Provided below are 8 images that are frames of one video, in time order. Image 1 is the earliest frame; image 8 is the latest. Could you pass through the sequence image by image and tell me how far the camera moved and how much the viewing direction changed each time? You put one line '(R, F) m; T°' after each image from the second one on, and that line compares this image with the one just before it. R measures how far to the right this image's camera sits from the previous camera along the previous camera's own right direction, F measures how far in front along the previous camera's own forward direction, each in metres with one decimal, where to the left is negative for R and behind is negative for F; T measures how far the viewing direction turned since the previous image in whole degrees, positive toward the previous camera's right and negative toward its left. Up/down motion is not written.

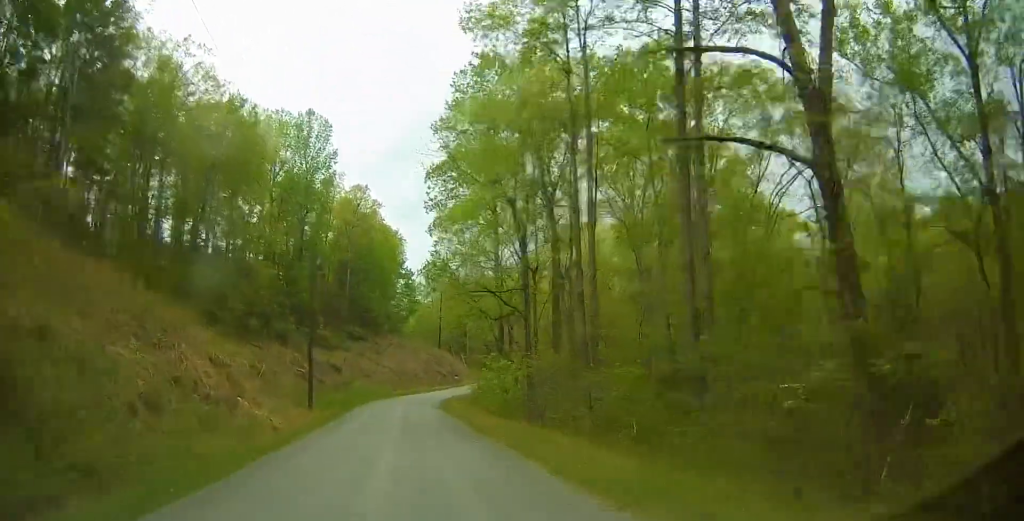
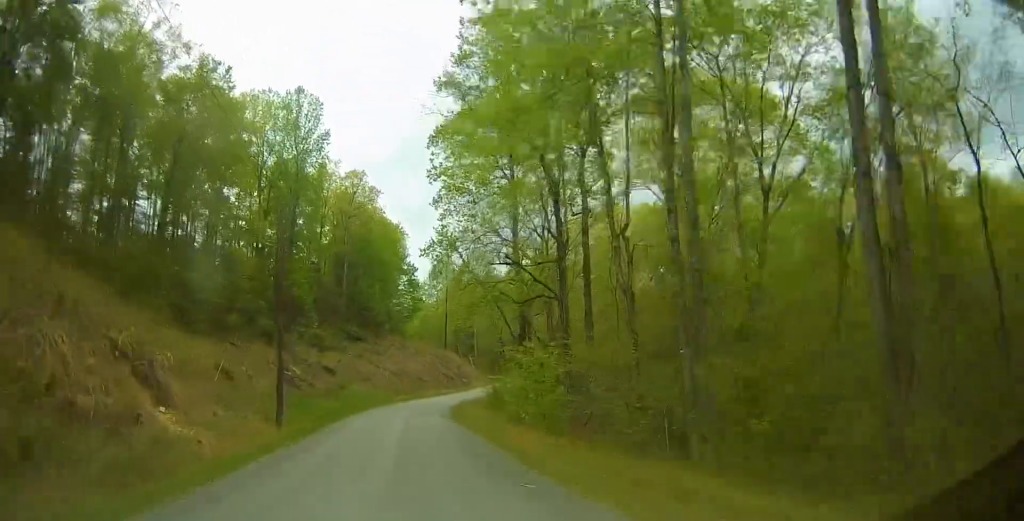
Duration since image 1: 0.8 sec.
(+0.2, +8.2) m; +4°
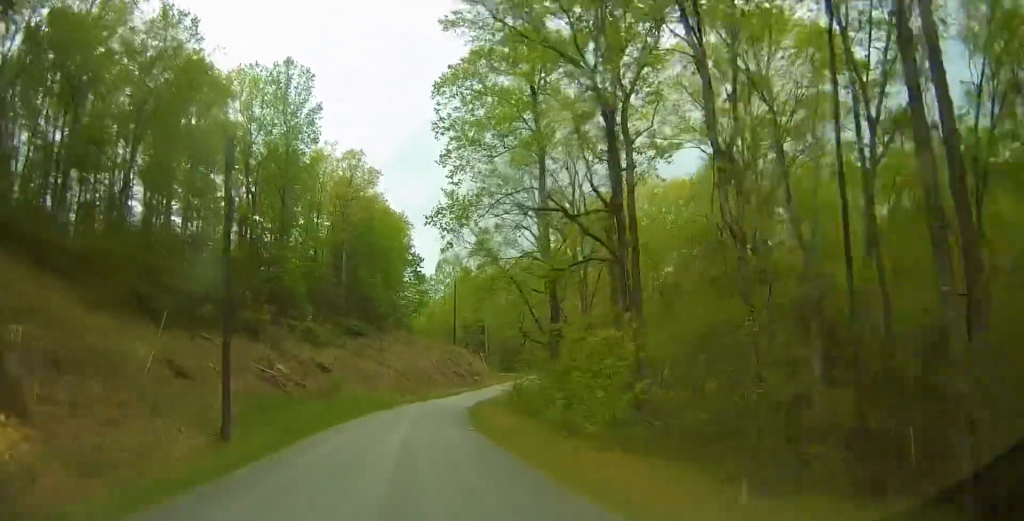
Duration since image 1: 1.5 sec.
(+0.3, +7.9) m; -1°
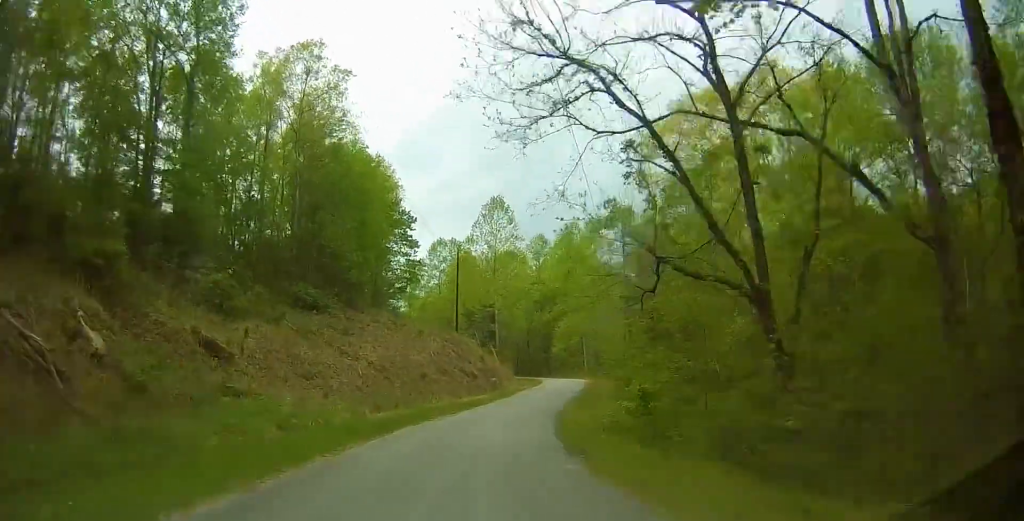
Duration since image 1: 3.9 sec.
(-0.6, +27.4) m; -1°
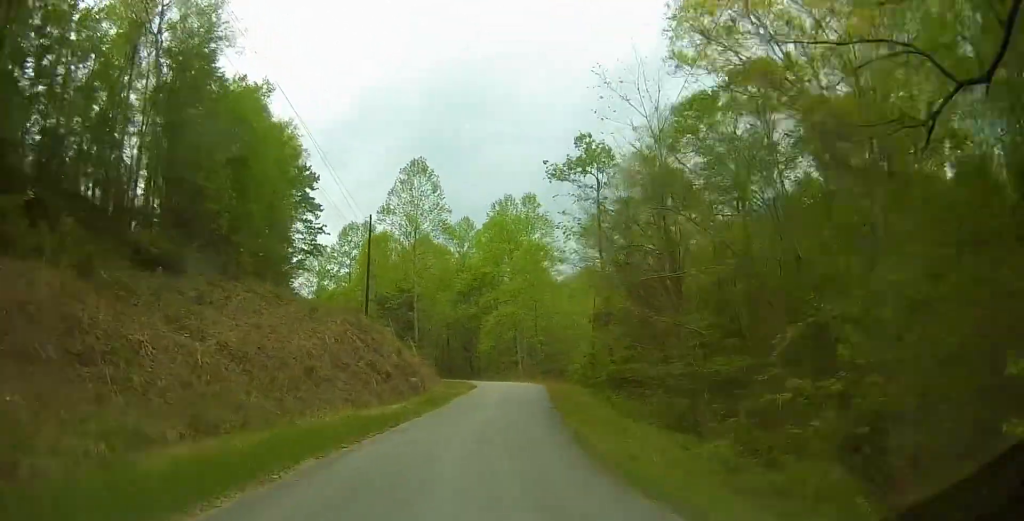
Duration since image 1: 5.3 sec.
(+0.3, +16.3) m; +7°
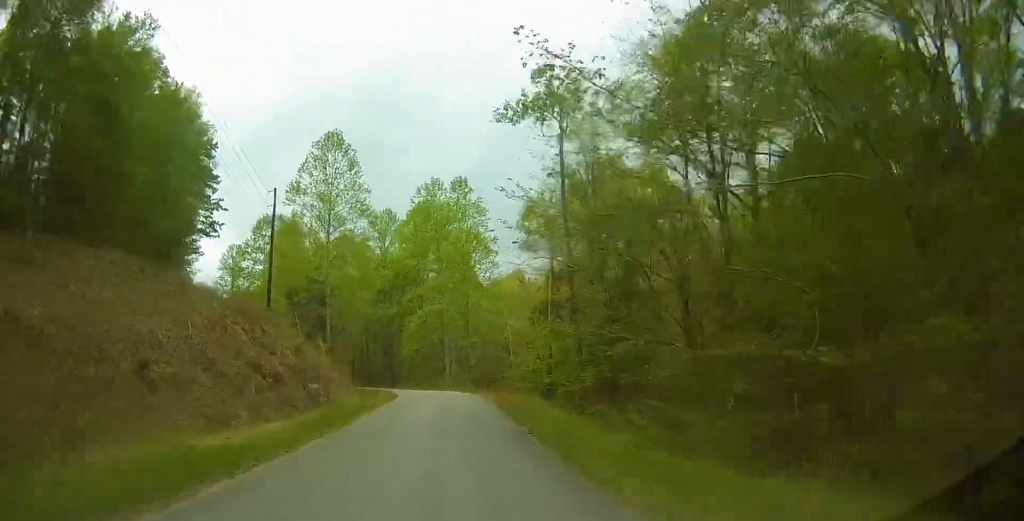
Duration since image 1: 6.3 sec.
(+0.8, +10.5) m; +7°
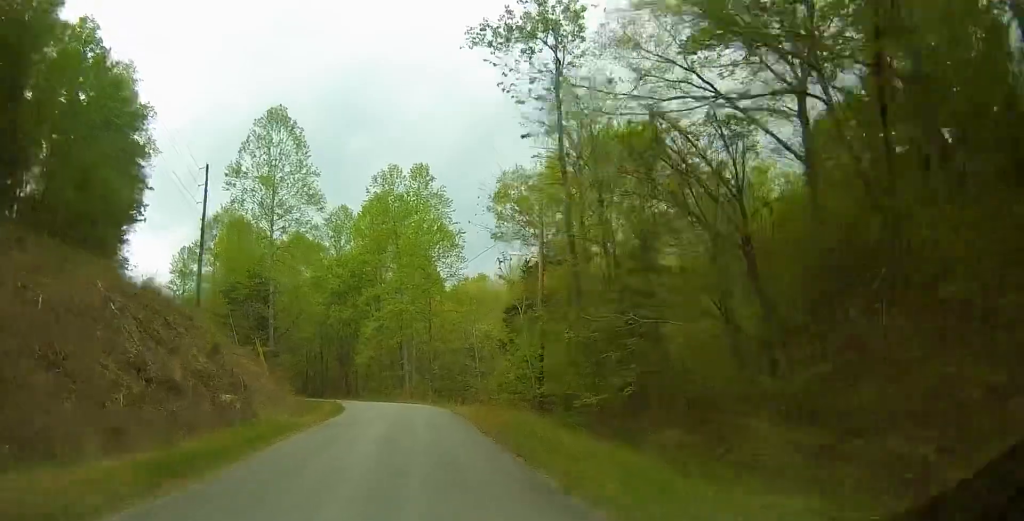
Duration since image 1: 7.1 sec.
(+0.4, +8.2) m; +3°
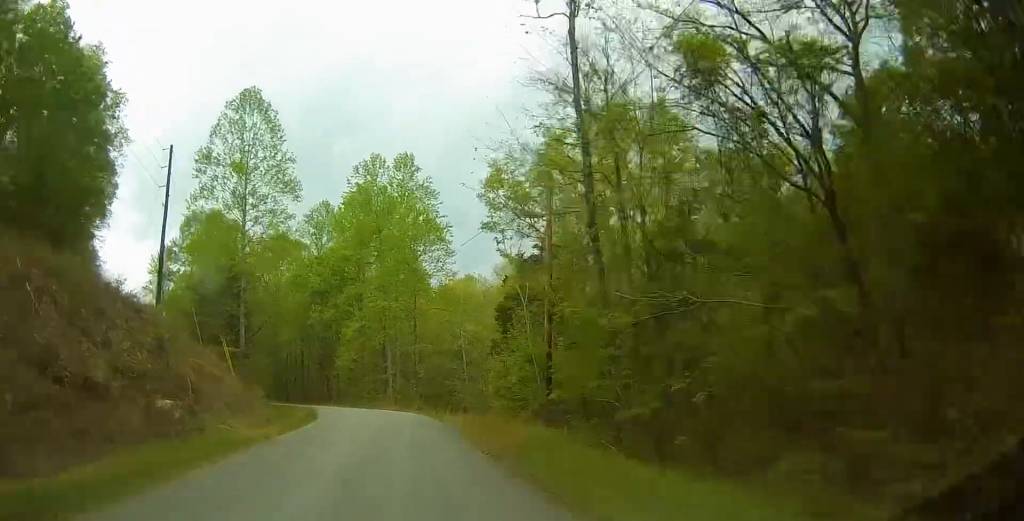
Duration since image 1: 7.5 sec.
(0.0, +4.6) m; 0°
